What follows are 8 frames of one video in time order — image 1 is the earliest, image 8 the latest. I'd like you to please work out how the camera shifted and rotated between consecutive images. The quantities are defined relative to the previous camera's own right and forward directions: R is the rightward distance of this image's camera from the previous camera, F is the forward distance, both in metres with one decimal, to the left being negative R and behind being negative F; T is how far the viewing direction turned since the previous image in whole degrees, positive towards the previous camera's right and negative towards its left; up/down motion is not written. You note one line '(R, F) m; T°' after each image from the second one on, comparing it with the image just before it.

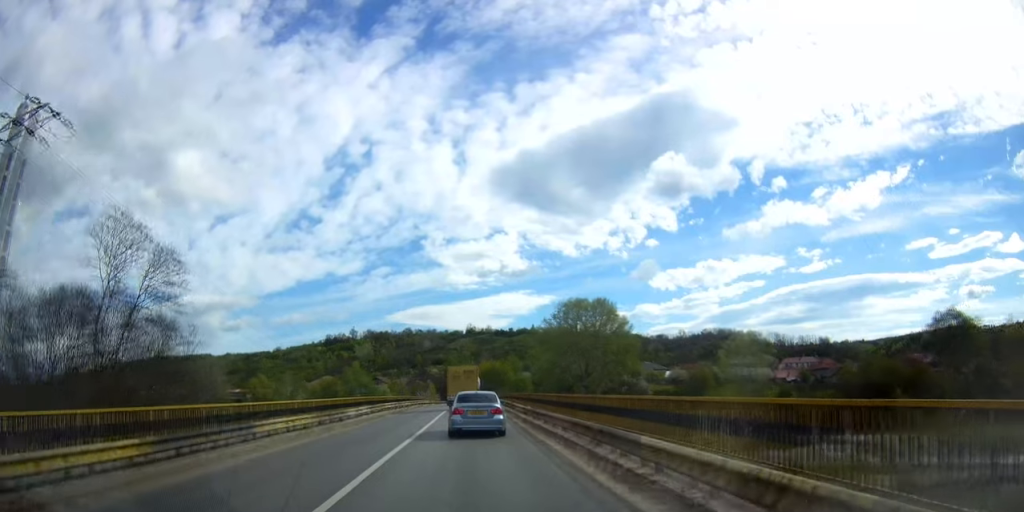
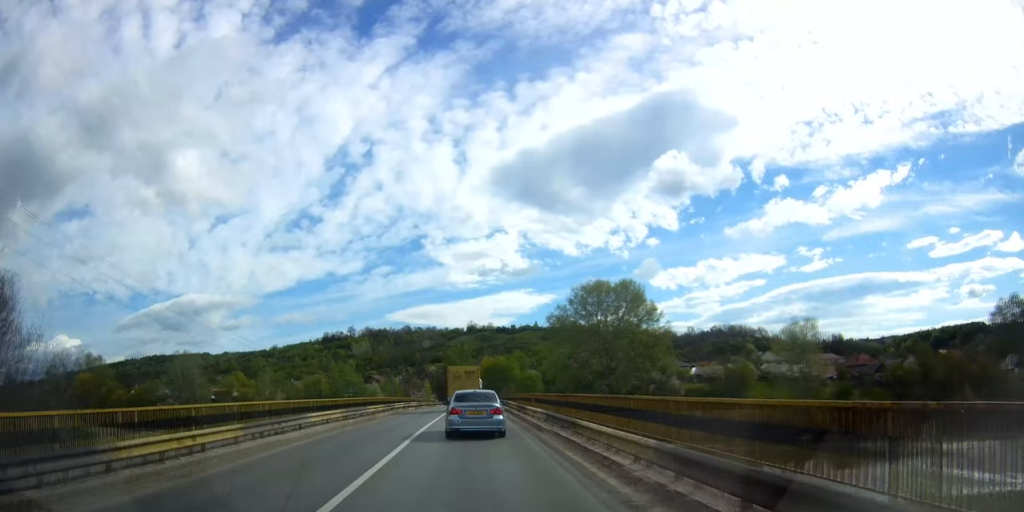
(-0.5, +19.3) m; -1°
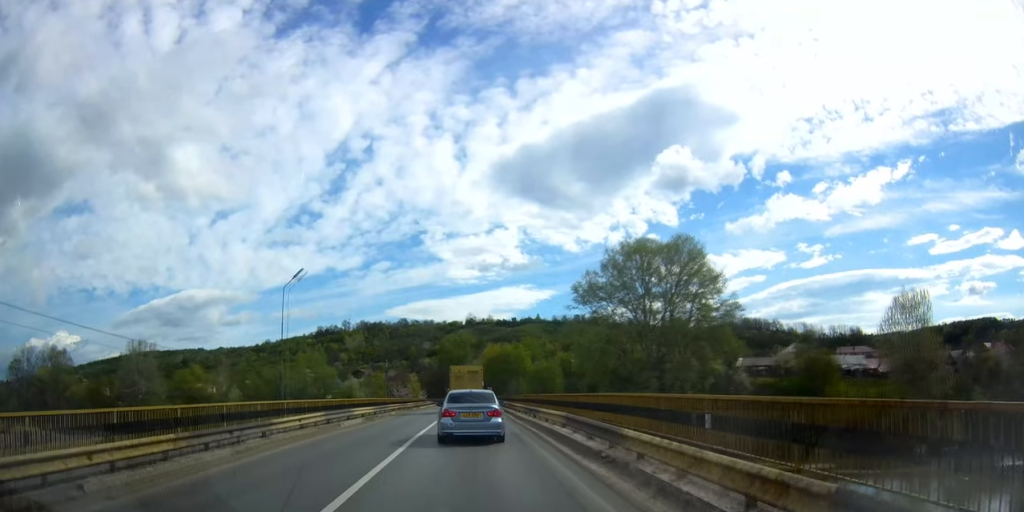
(+0.1, +27.8) m; +1°
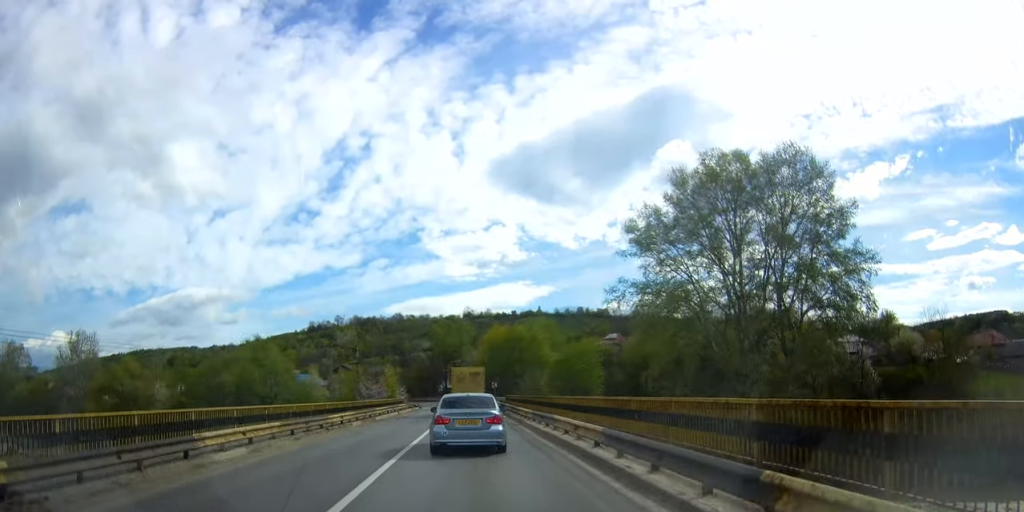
(+0.7, +29.9) m; +1°
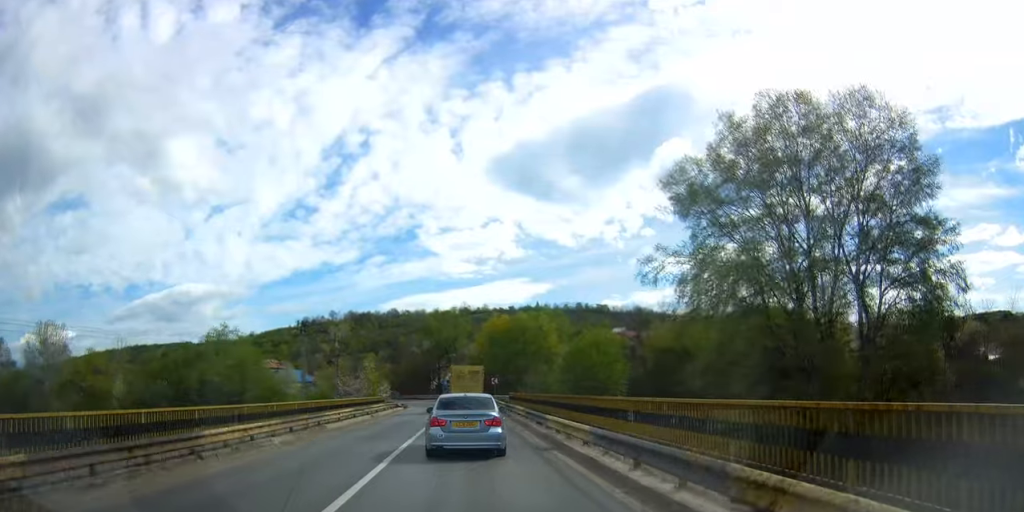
(-0.1, +12.0) m; 0°
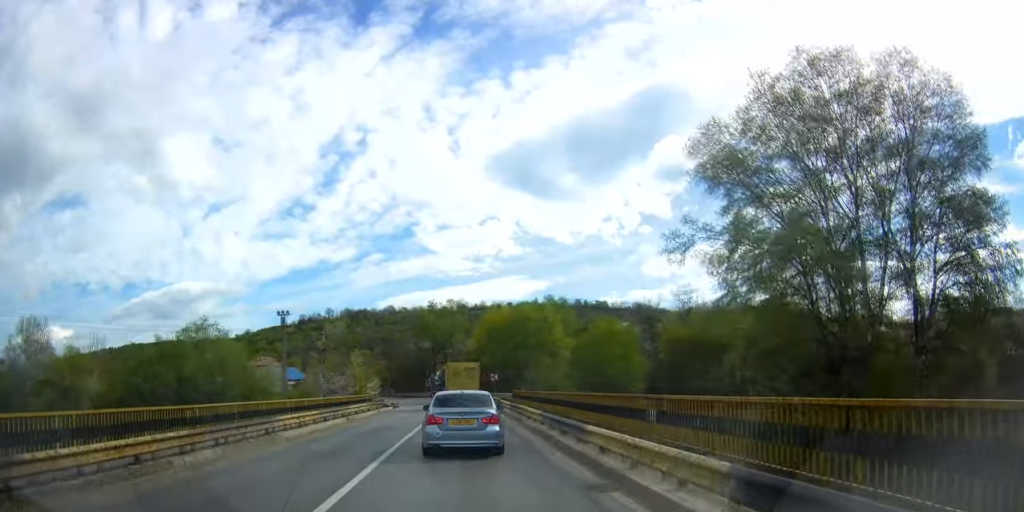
(0.0, +6.1) m; 0°
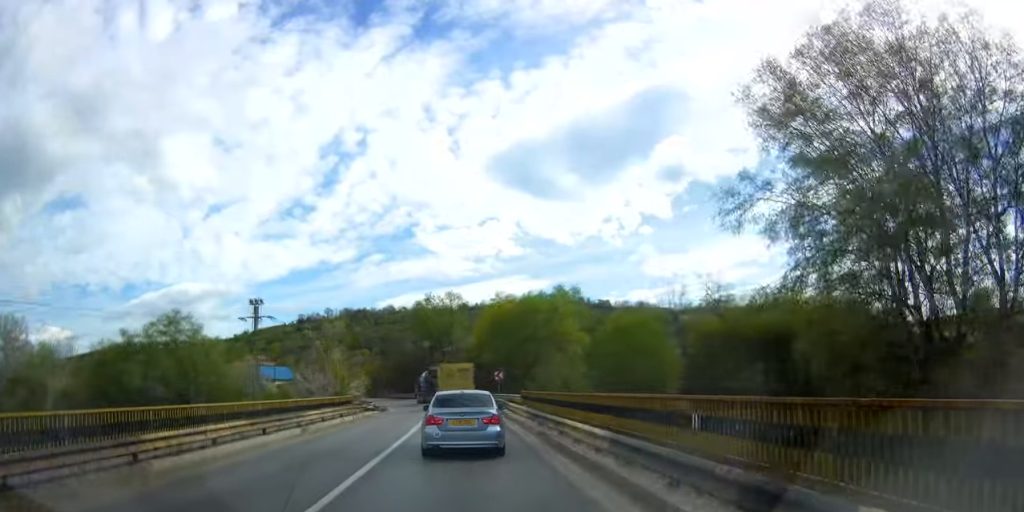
(0.0, +8.5) m; 0°
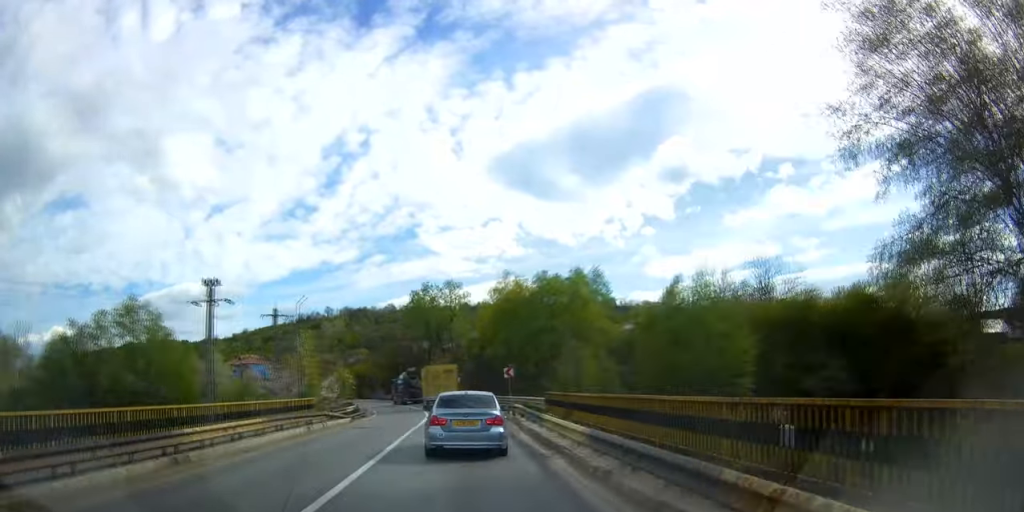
(-0.1, +10.7) m; +1°
